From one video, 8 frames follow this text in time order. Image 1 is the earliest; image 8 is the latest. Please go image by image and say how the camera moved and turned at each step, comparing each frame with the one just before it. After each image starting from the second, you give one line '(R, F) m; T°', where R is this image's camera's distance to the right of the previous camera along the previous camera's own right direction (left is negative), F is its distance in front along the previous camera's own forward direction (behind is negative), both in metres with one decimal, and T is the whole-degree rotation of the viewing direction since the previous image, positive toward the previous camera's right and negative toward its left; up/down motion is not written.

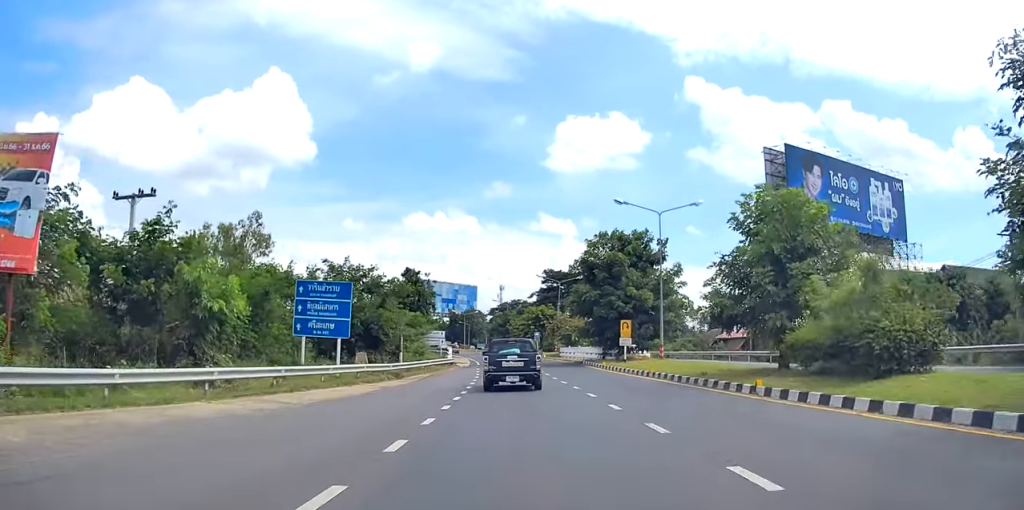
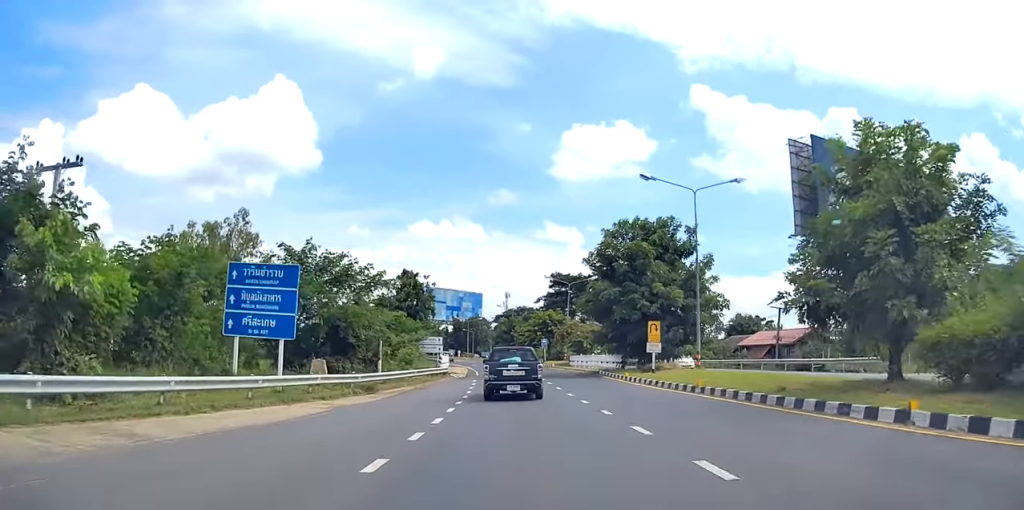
(0.0, +7.1) m; 0°
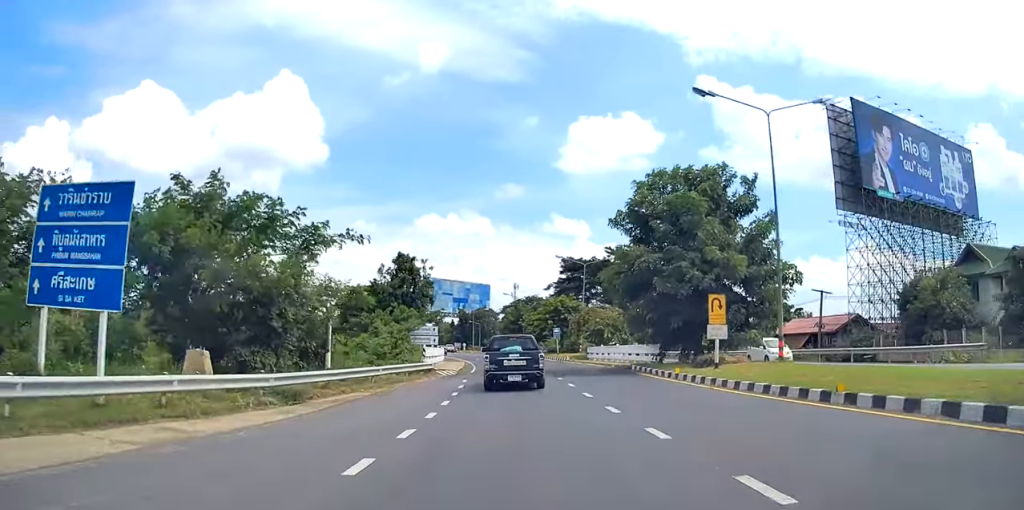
(0.0, +9.4) m; -2°
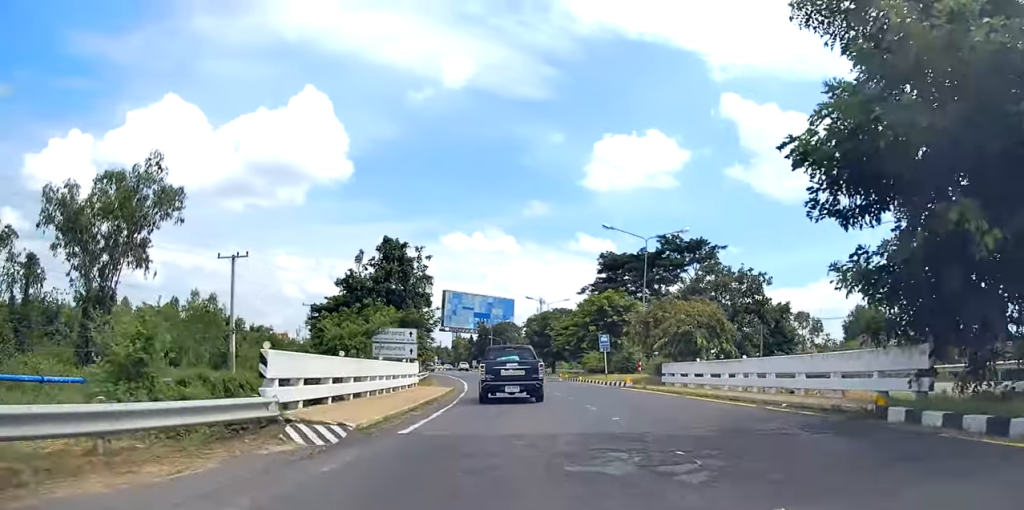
(-1.1, +20.8) m; -5°
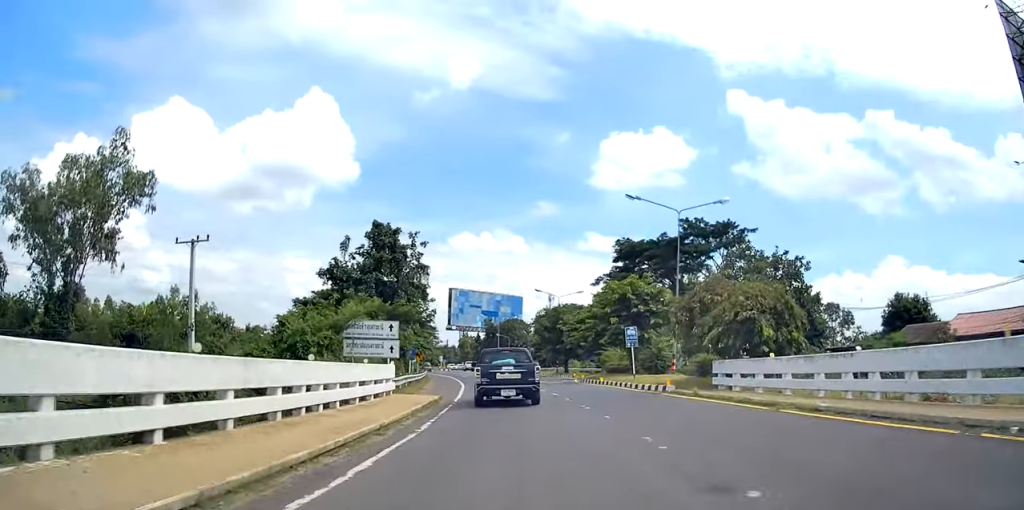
(0.0, +7.1) m; 0°
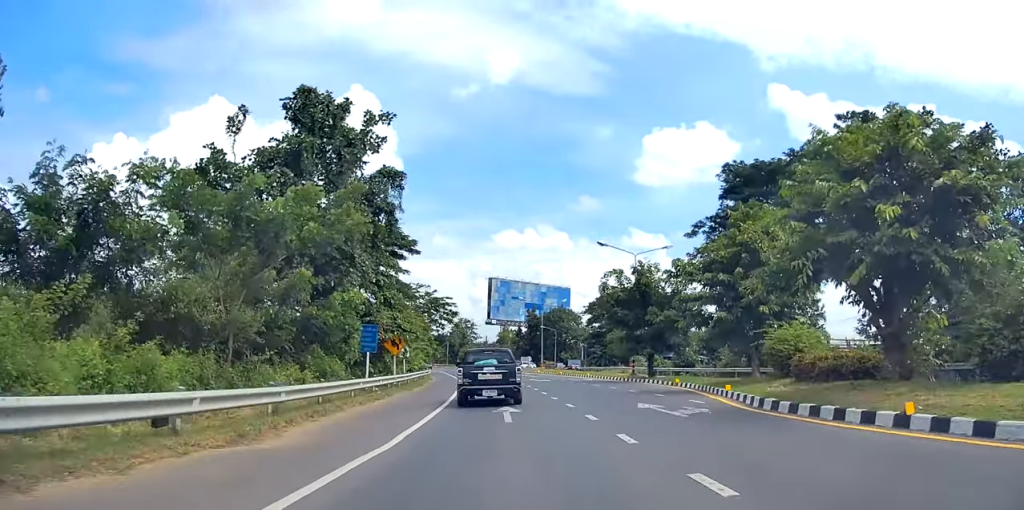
(0.0, +27.5) m; -2°
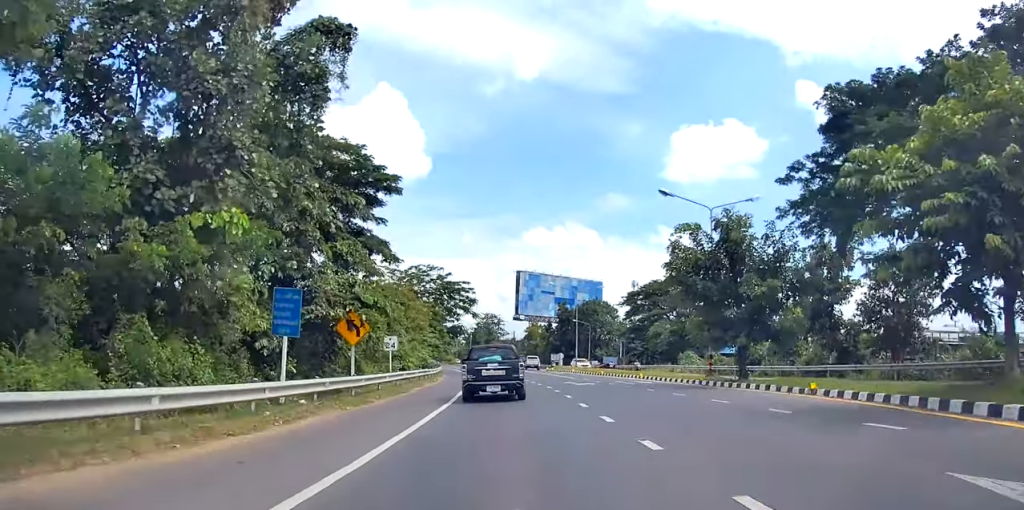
(-0.4, +13.2) m; -3°
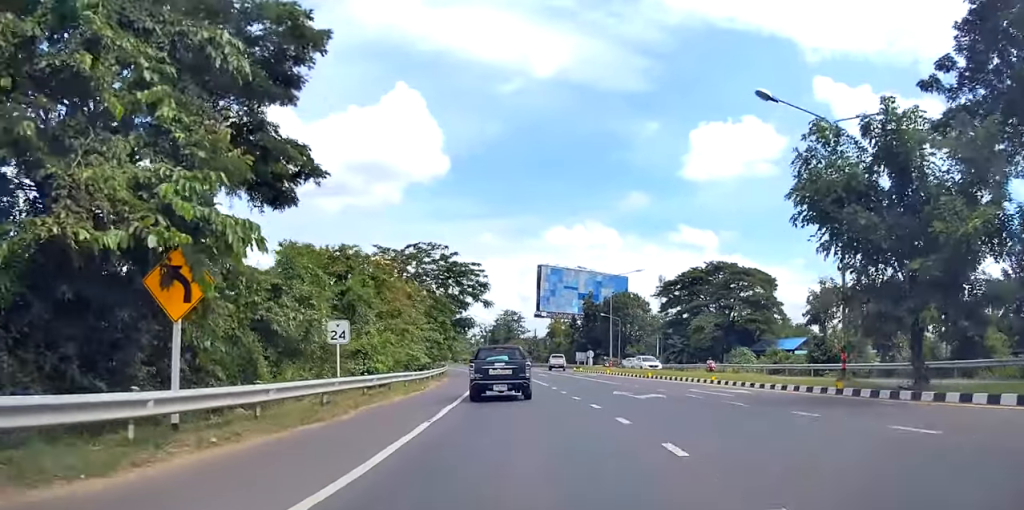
(-0.4, +12.6) m; -2°
